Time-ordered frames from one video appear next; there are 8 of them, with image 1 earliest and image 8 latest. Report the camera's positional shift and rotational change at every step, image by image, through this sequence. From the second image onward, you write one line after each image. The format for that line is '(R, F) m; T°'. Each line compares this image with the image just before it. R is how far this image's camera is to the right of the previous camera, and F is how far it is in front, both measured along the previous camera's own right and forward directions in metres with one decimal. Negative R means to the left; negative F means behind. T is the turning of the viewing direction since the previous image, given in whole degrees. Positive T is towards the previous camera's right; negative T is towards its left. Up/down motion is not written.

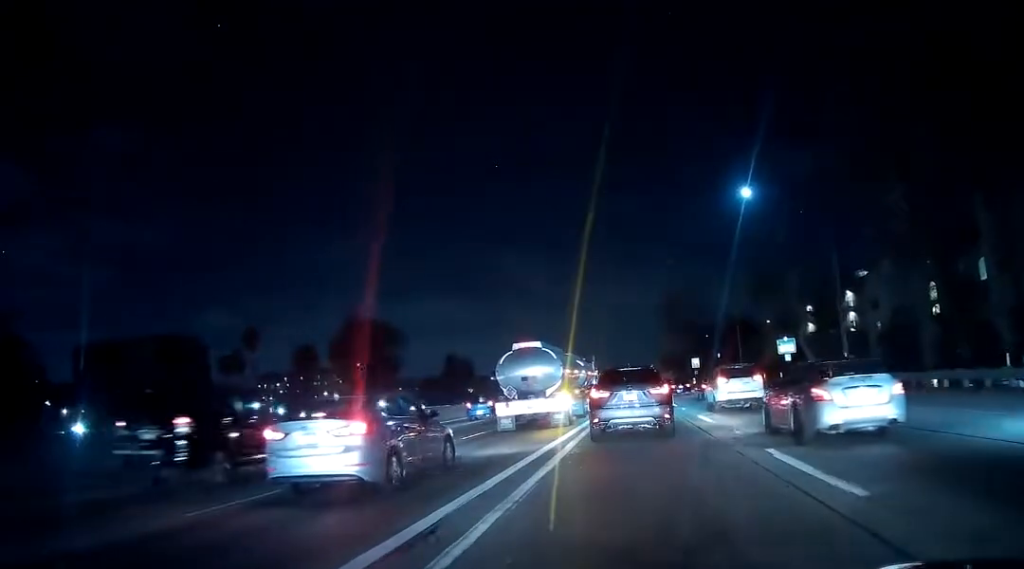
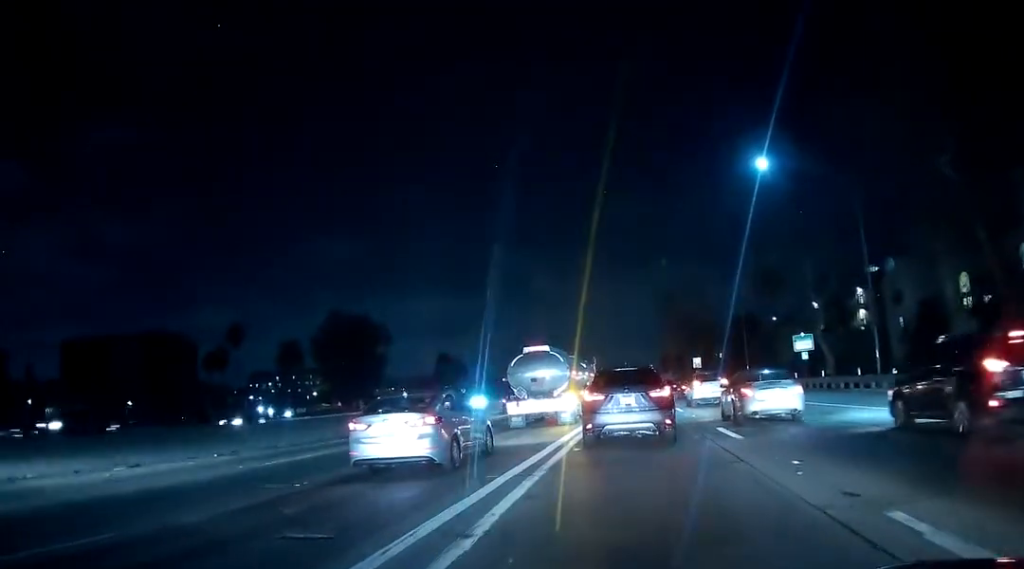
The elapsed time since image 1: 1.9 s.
(-0.4, +6.8) m; -1°
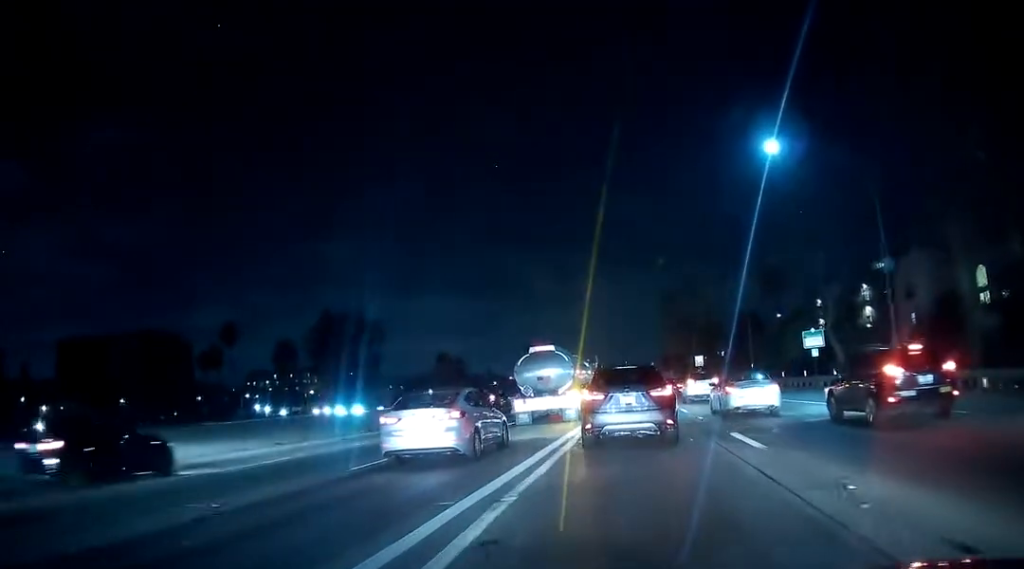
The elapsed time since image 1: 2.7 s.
(+0.1, +2.7) m; +2°
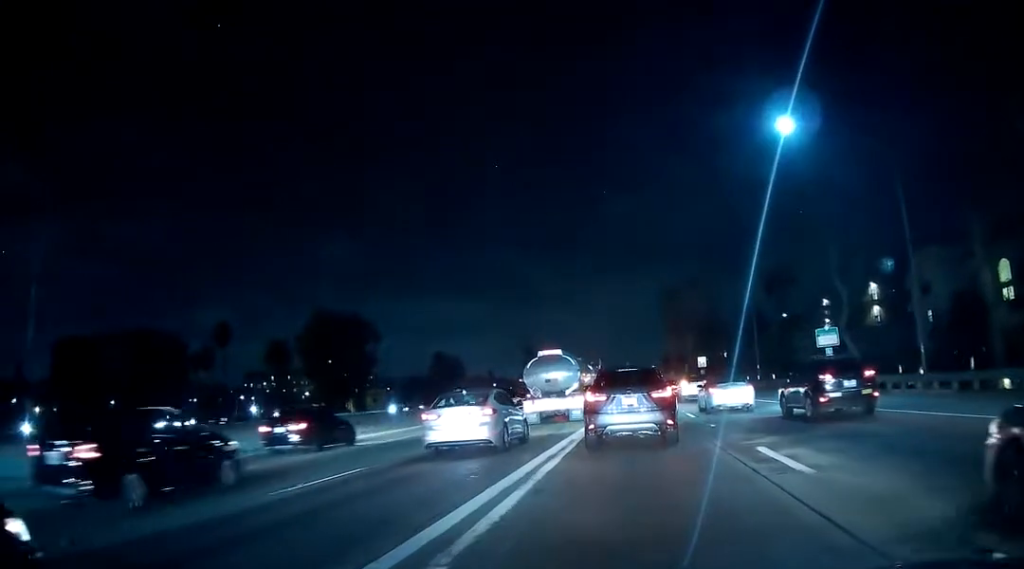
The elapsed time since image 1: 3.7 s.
(0.0, +3.5) m; -1°
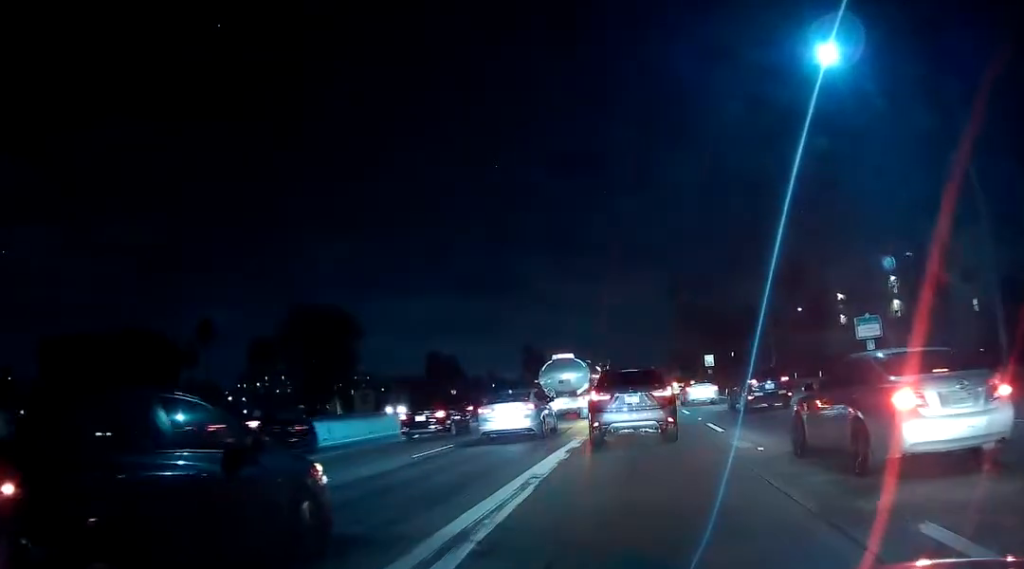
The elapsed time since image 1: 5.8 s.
(-0.1, +7.5) m; -3°
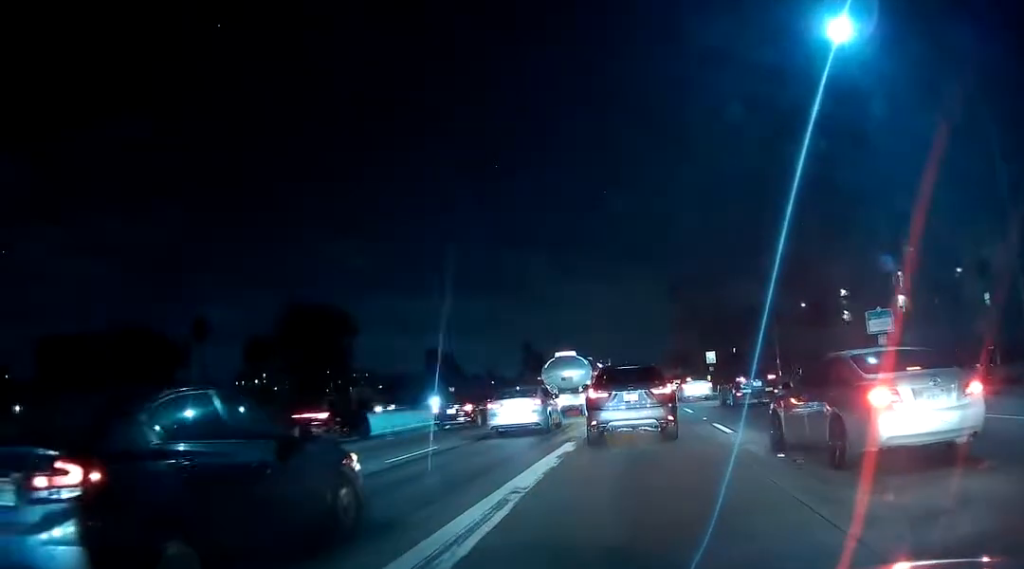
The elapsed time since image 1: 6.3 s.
(0.0, +1.8) m; -1°
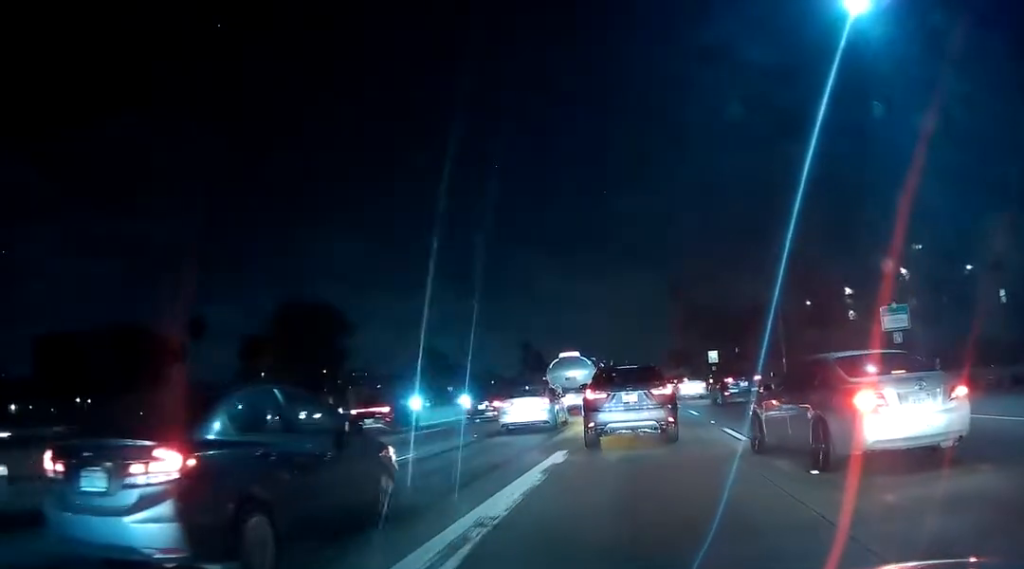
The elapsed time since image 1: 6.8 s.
(0.0, +1.9) m; +2°
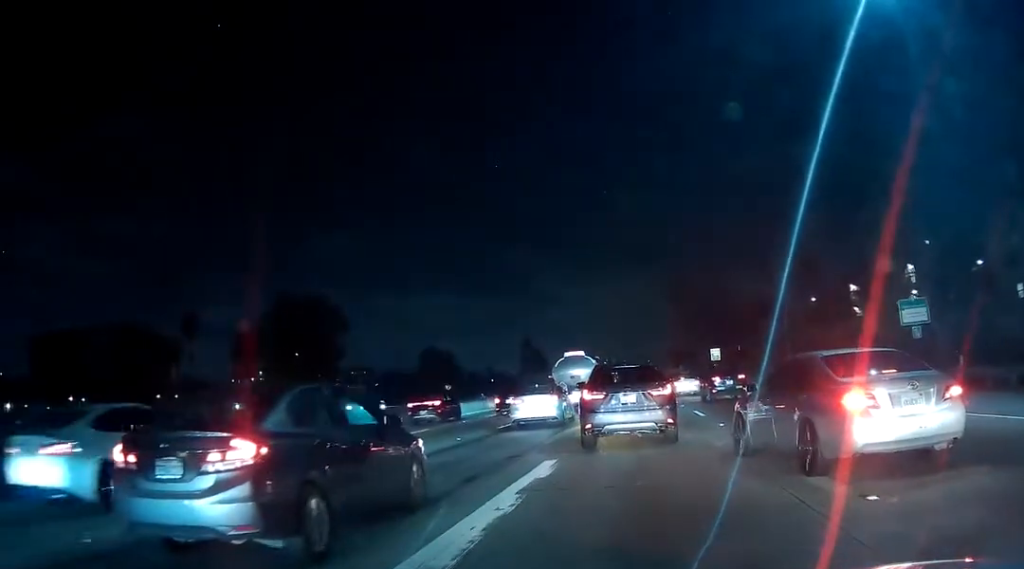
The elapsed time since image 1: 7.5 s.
(0.0, +2.2) m; +2°
